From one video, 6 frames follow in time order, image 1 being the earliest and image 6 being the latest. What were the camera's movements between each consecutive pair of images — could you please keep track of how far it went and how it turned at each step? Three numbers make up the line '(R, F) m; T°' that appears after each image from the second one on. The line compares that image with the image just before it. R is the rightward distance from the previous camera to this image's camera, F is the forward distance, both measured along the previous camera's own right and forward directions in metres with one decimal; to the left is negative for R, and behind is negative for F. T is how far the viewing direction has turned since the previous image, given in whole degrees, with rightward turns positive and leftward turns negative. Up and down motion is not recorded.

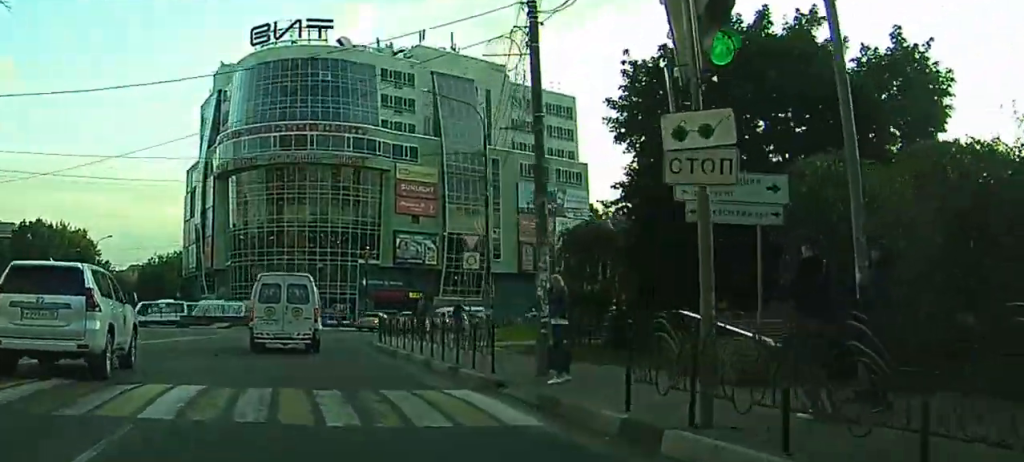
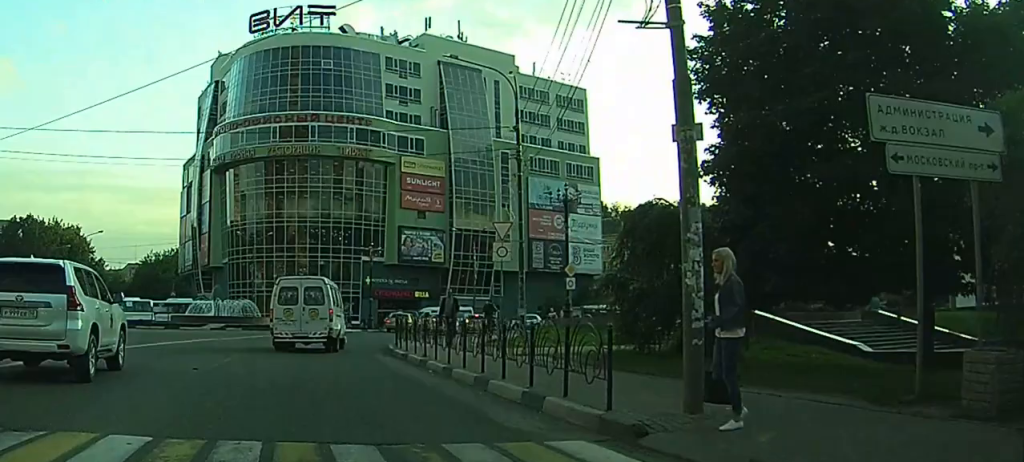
(-0.1, +4.4) m; -1°
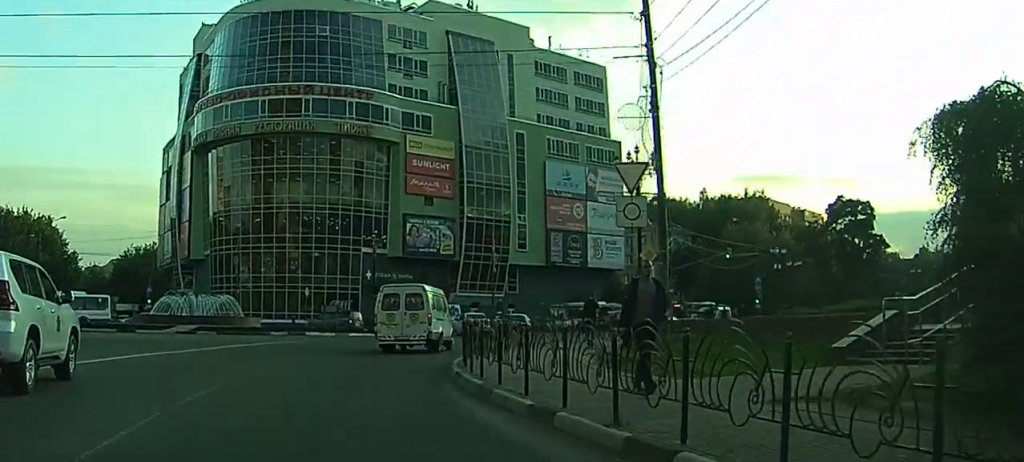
(+1.2, +11.6) m; +10°
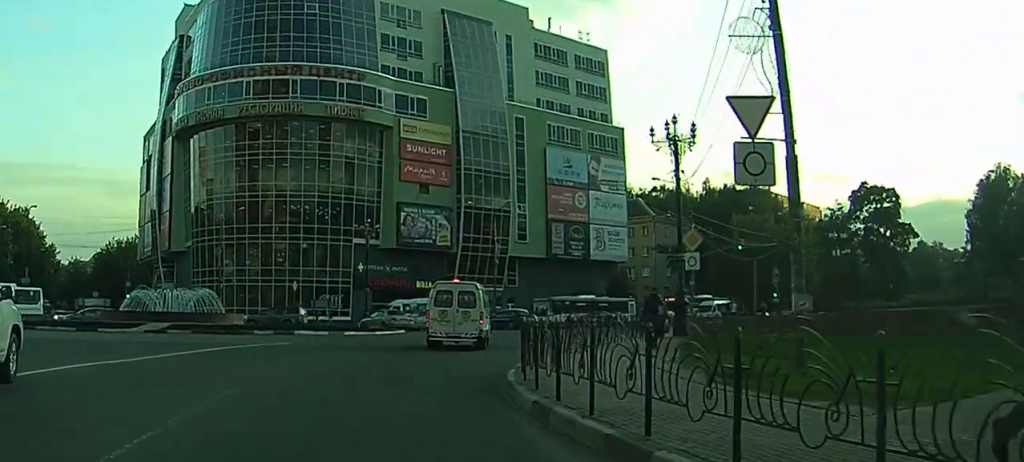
(-0.1, +5.8) m; -5°
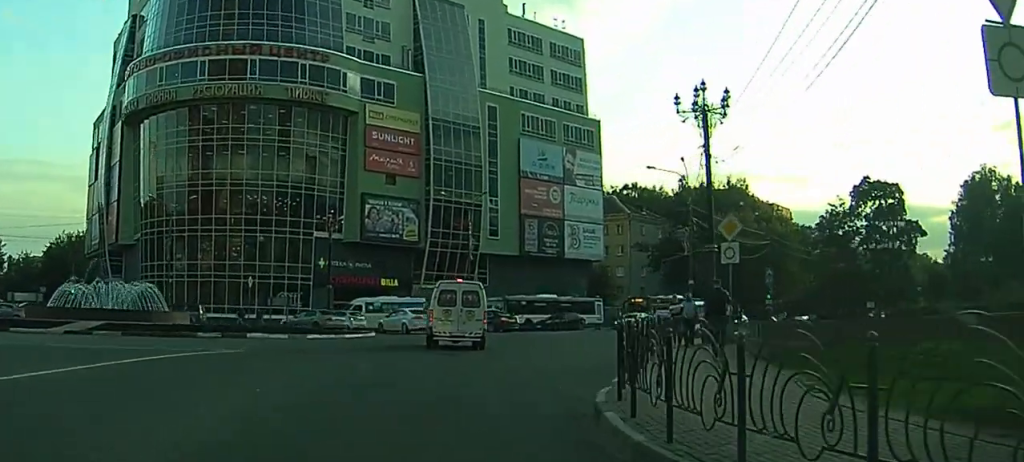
(-0.4, +6.1) m; -1°
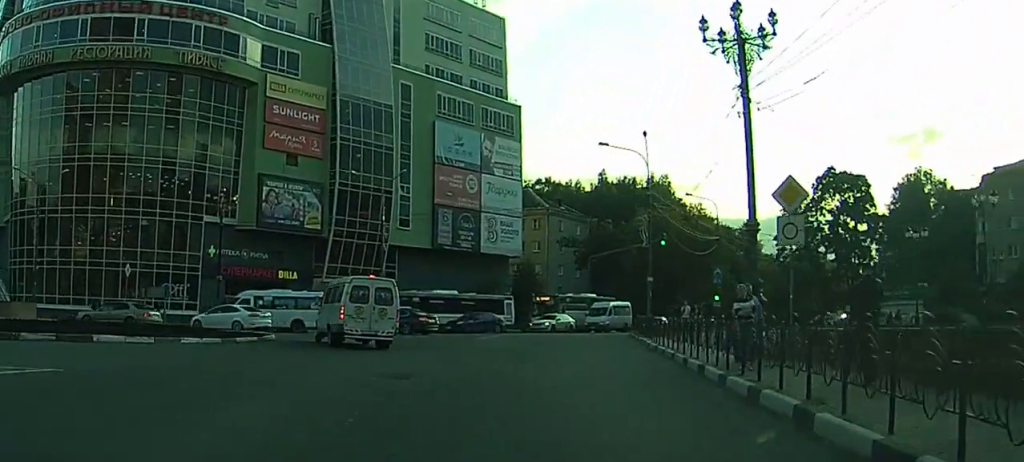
(+0.4, +8.6) m; +11°
